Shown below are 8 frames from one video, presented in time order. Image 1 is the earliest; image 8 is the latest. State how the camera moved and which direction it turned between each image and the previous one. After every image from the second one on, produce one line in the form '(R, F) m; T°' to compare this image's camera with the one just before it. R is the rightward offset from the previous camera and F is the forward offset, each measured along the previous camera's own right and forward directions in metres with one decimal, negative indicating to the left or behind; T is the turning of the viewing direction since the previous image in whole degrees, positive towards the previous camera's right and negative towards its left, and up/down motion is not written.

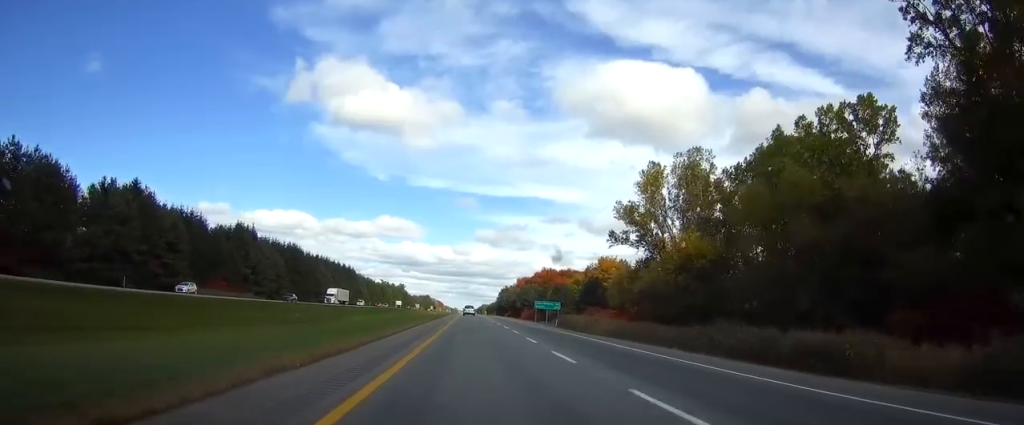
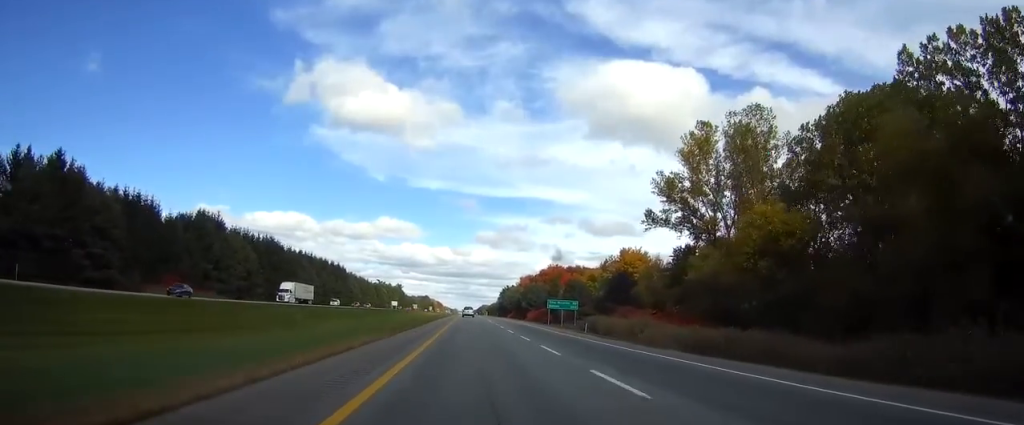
(0.0, +24.4) m; 0°
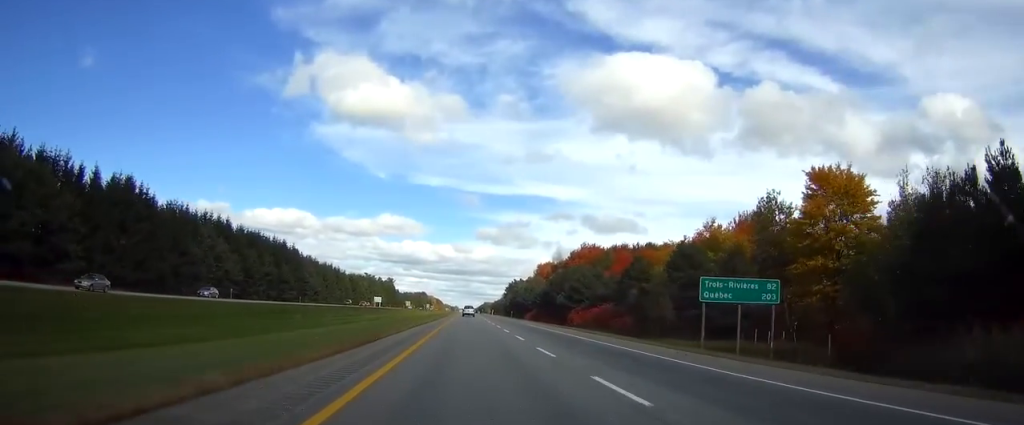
(0.0, +82.8) m; 0°
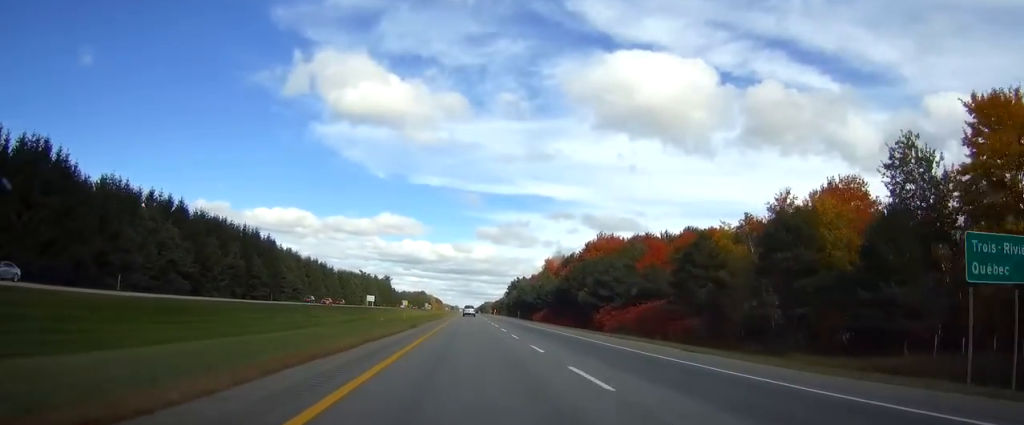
(0.0, +26.0) m; 0°
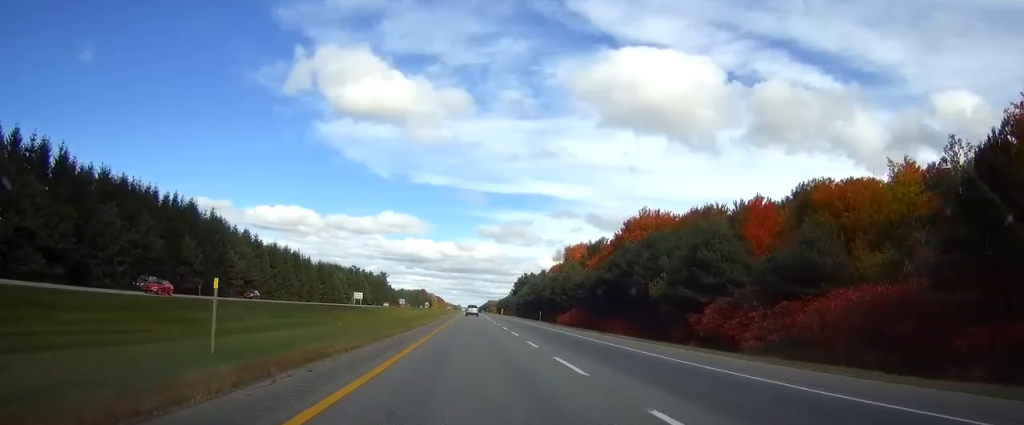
(-0.1, +43.2) m; 0°
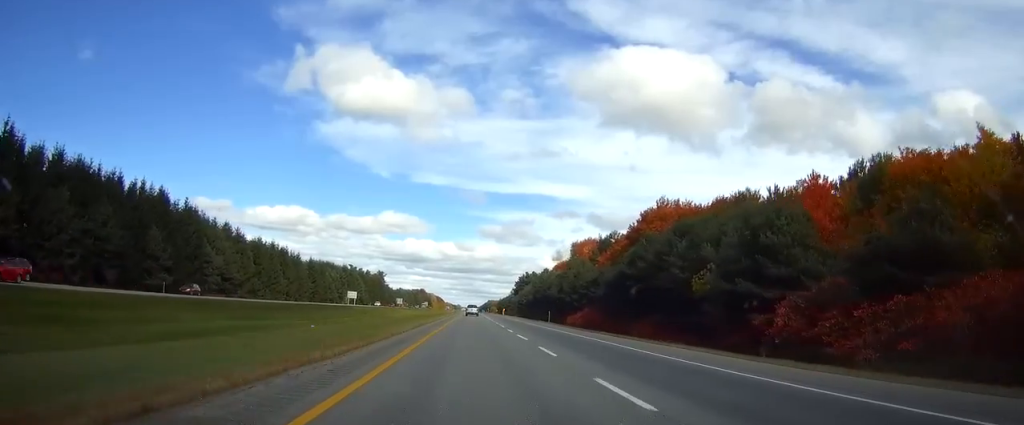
(0.0, +13.7) m; 0°
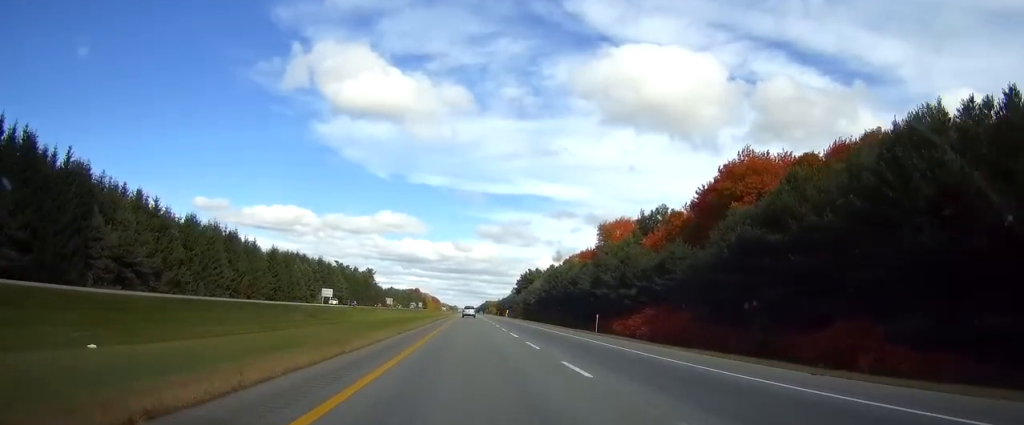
(0.0, +41.6) m; 0°
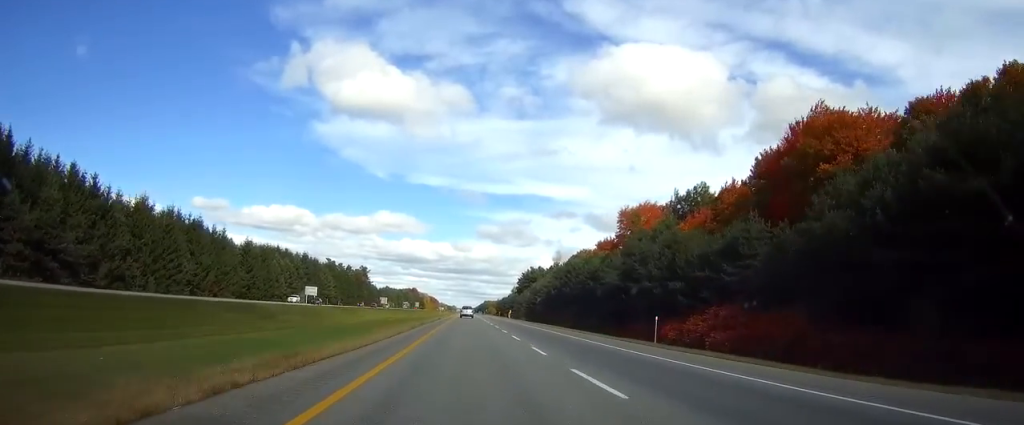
(0.0, +20.9) m; 0°
